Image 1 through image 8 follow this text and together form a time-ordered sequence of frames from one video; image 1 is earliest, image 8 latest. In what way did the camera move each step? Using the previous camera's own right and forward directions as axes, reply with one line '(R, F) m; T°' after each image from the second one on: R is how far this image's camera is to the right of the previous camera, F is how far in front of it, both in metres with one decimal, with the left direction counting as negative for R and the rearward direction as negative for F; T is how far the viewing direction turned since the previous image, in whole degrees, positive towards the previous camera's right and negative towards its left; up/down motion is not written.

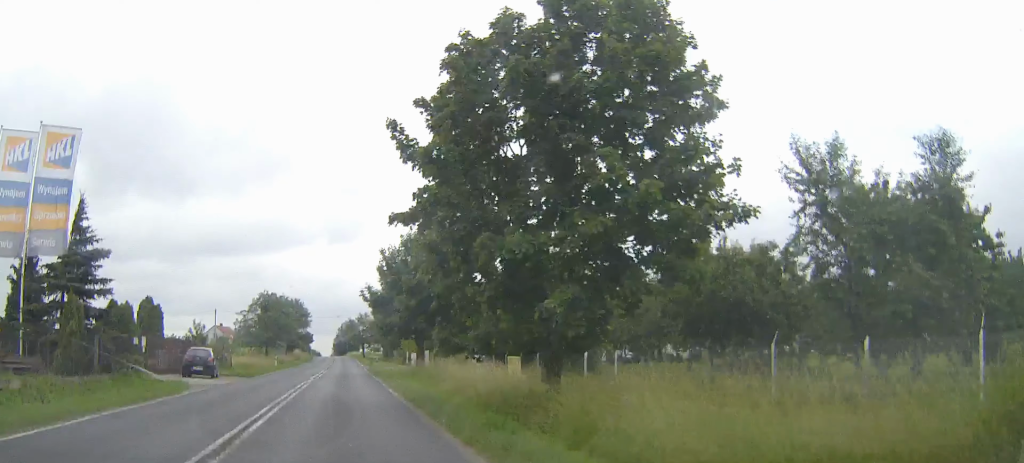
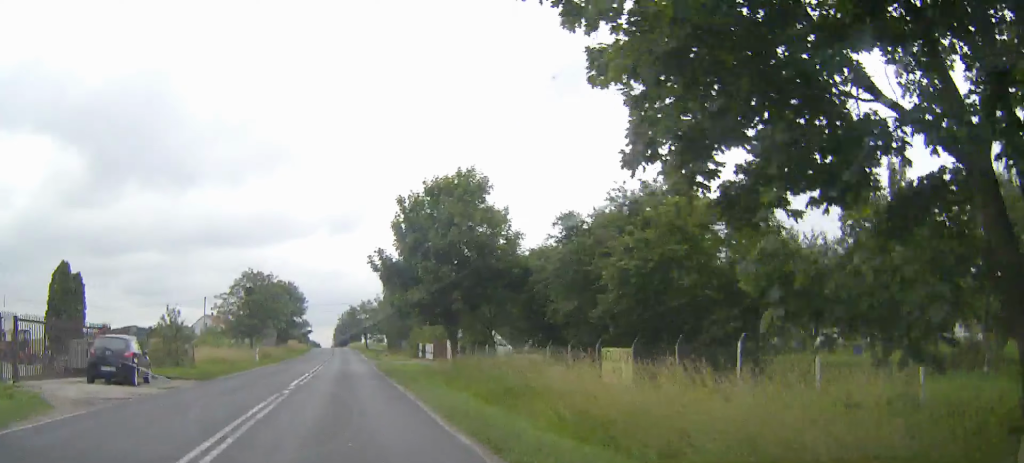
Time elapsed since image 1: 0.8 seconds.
(0.0, +13.9) m; 0°
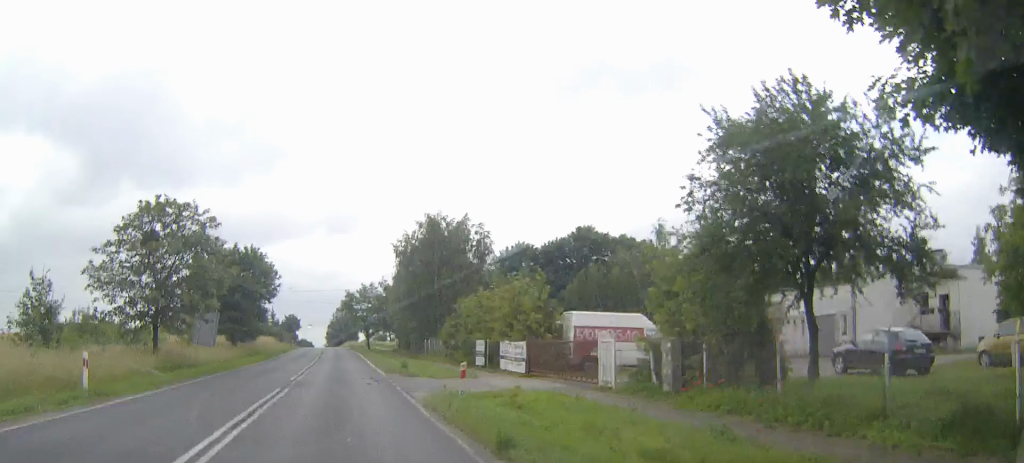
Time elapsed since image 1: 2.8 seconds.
(+0.1, +32.5) m; 0°
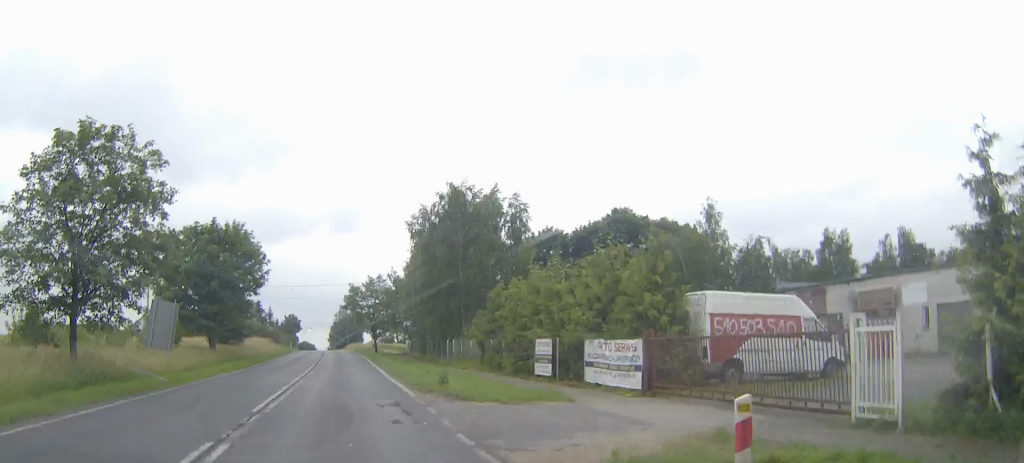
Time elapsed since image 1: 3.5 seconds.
(0.0, +11.3) m; 0°
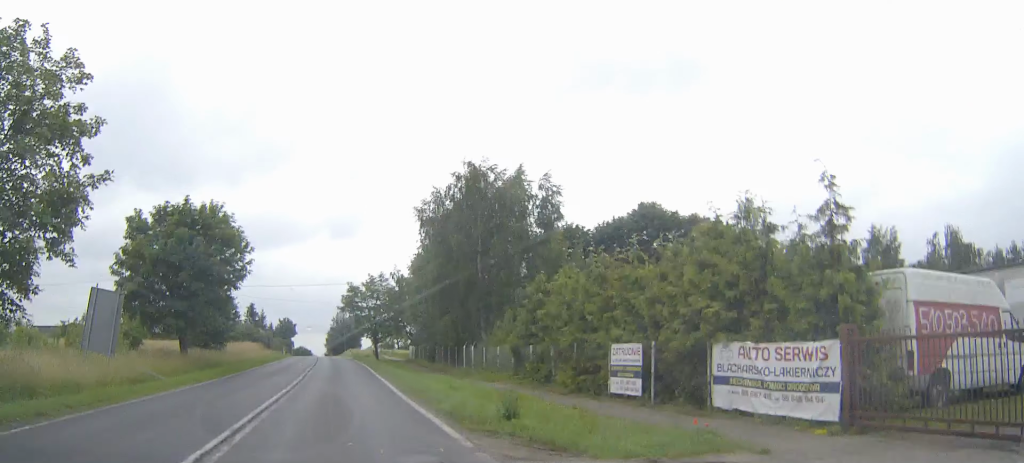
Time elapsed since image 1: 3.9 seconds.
(0.0, +7.3) m; 0°
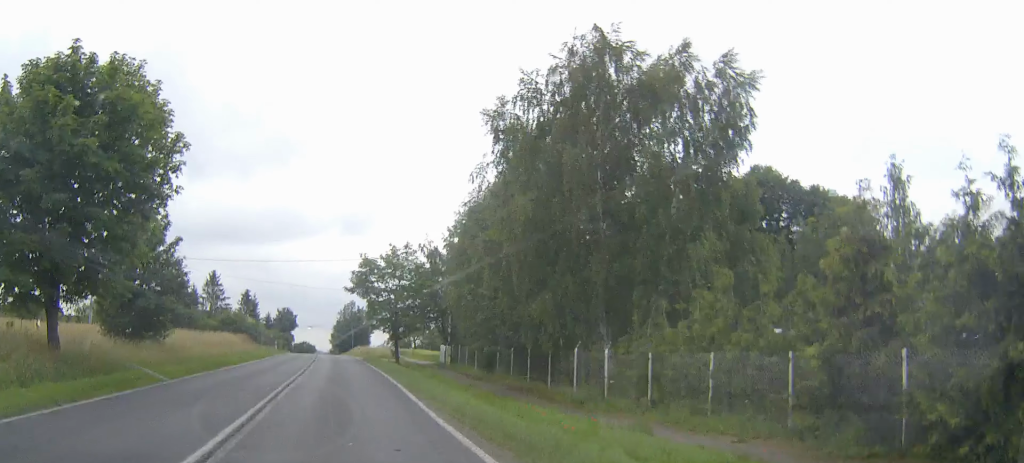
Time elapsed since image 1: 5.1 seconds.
(-0.1, +19.4) m; -1°
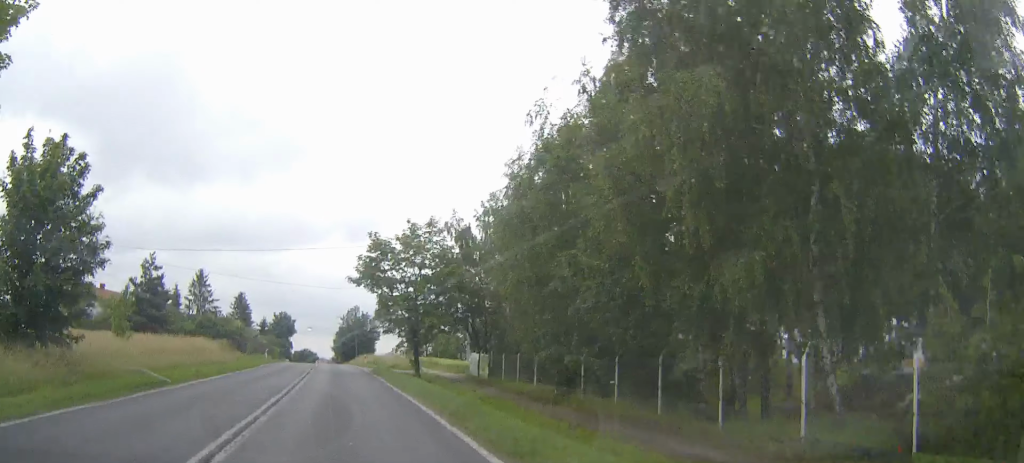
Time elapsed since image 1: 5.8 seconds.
(-0.1, +11.7) m; -1°
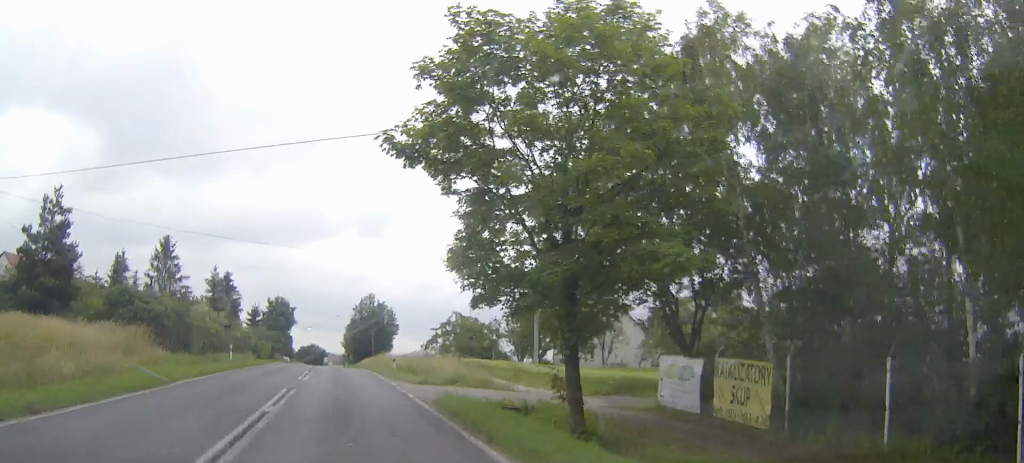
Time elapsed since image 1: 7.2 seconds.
(-0.3, +25.6) m; -1°
